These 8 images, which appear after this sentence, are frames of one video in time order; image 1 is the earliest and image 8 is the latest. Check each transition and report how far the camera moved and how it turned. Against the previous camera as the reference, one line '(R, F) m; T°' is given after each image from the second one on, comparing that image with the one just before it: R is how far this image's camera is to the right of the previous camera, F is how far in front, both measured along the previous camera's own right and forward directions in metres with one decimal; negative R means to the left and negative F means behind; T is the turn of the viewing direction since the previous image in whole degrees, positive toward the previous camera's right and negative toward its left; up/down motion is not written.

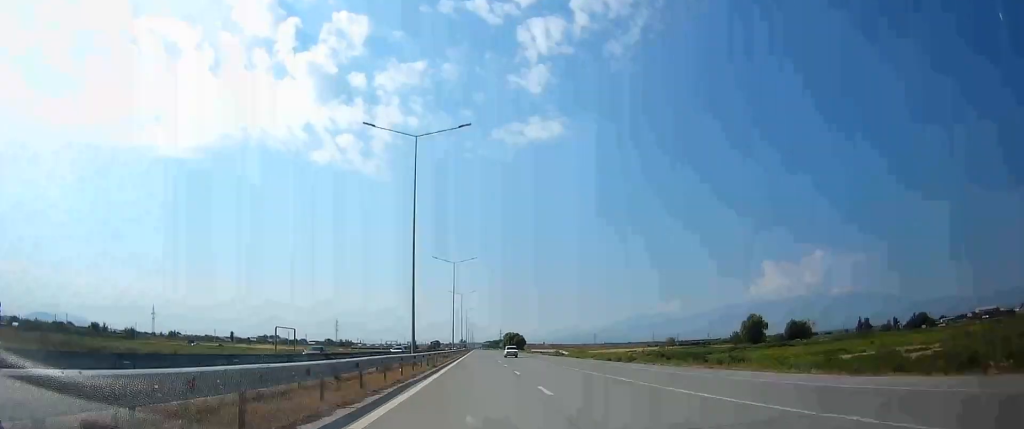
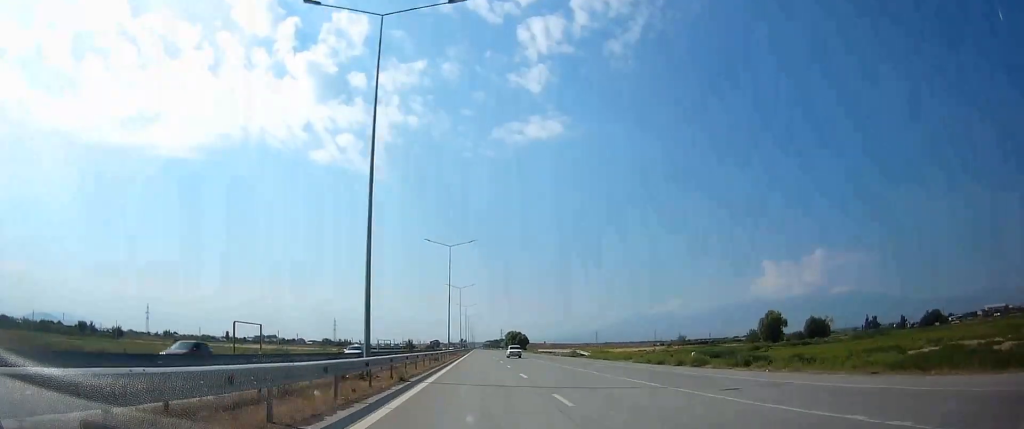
(0.0, +15.0) m; 0°
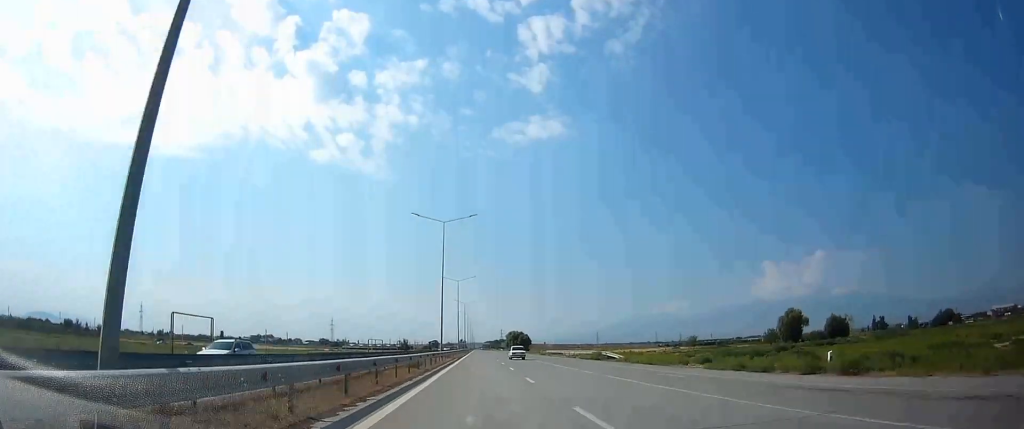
(0.0, +15.1) m; 0°
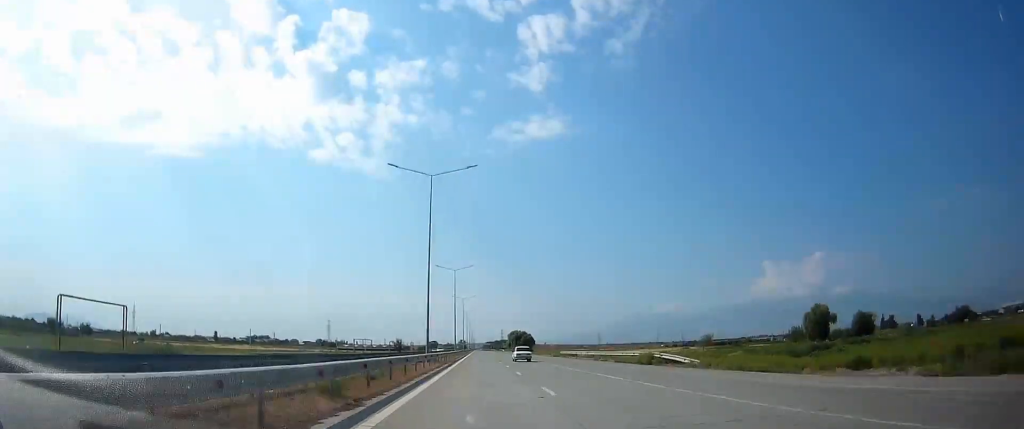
(0.0, +17.4) m; 0°
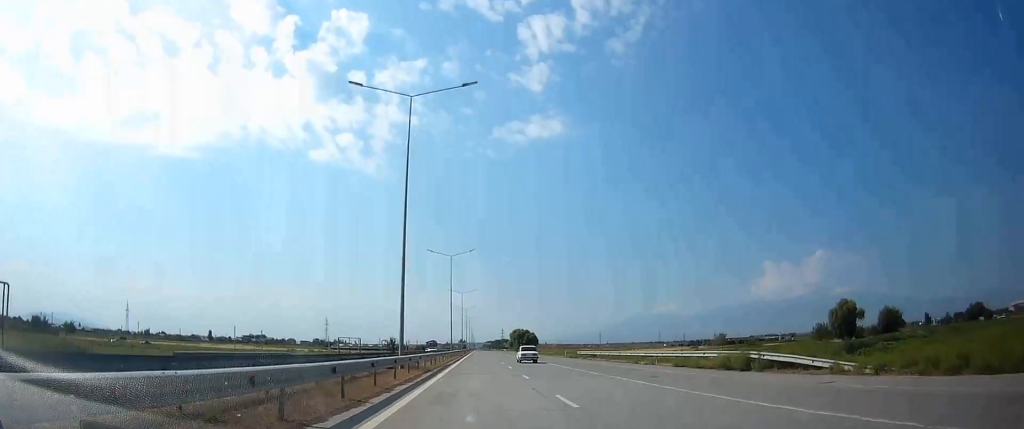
(+0.1, +15.2) m; 0°
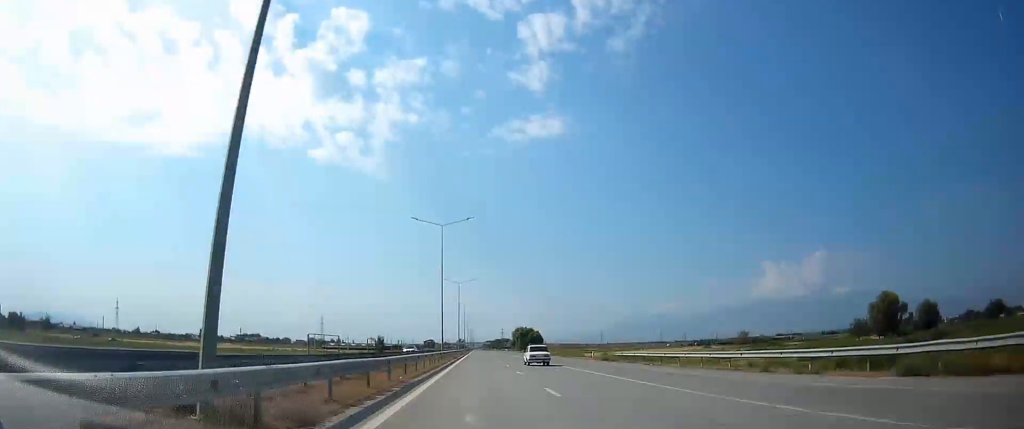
(+0.1, +21.0) m; 0°
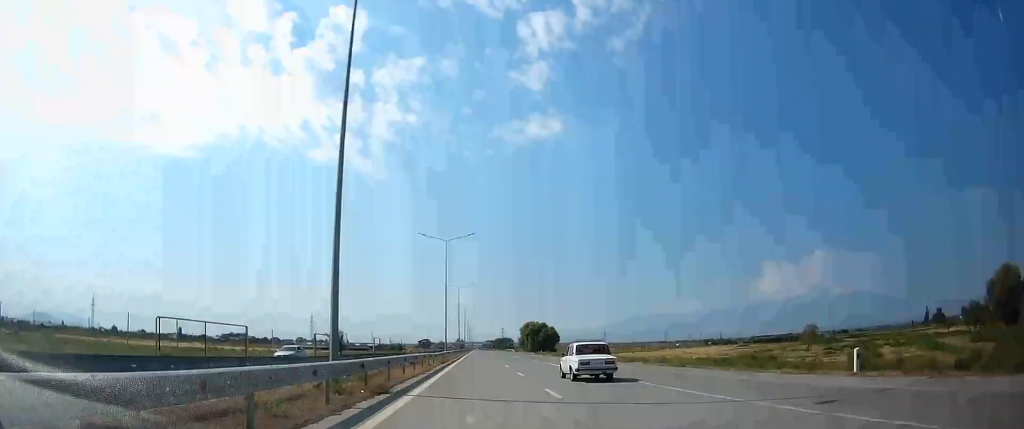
(-0.3, +48.3) m; 0°
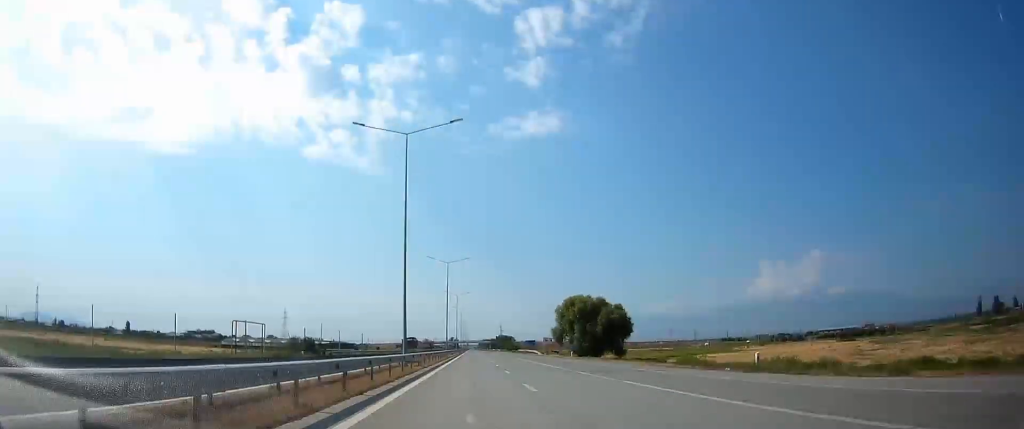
(+0.5, +92.6) m; 0°
